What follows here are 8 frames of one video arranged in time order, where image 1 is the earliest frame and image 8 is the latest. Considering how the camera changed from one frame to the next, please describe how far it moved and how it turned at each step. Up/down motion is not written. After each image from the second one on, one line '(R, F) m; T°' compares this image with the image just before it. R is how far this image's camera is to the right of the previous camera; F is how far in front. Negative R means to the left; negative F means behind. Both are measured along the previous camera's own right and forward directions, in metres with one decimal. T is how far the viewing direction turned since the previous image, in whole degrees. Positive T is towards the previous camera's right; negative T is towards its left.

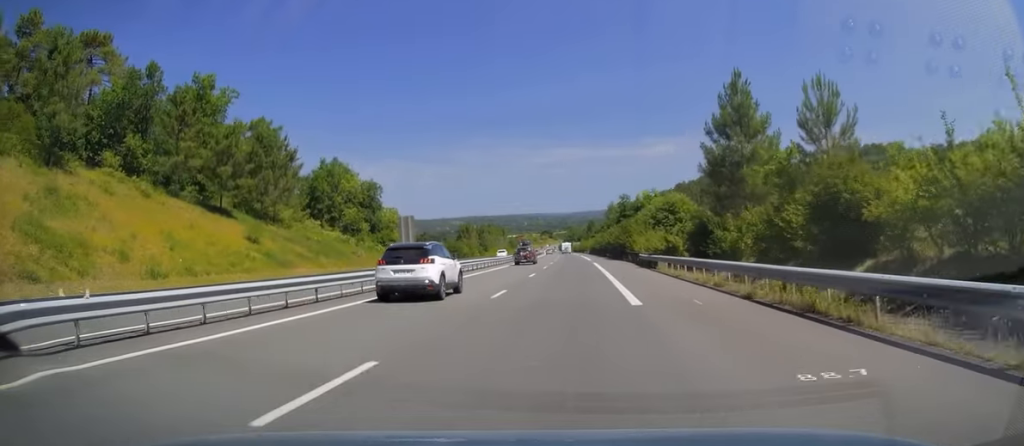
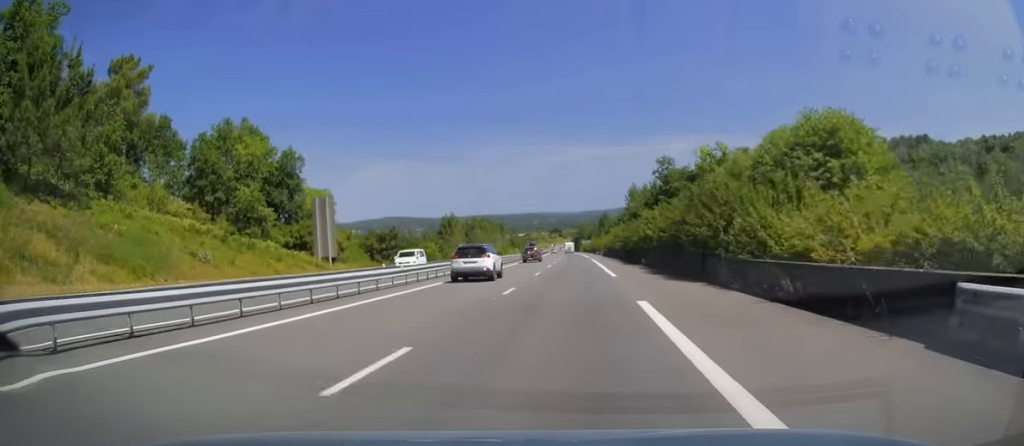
(-0.3, +38.7) m; -1°
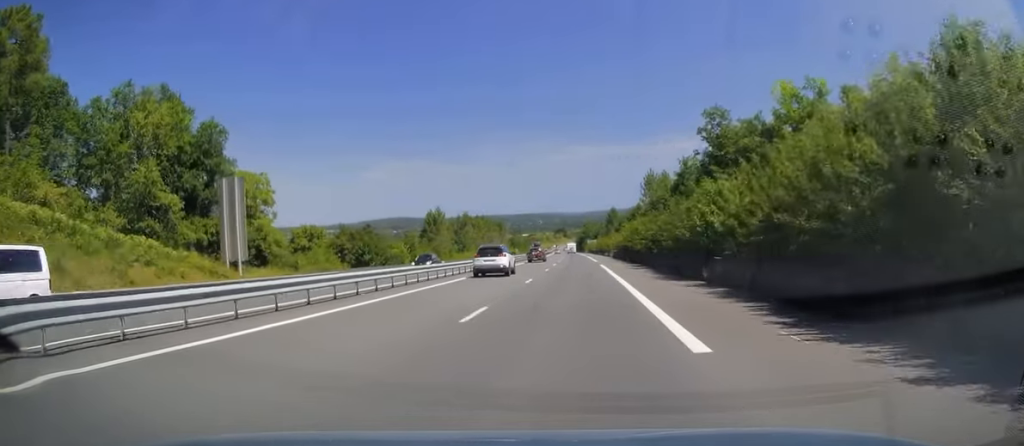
(-0.1, +20.3) m; 0°
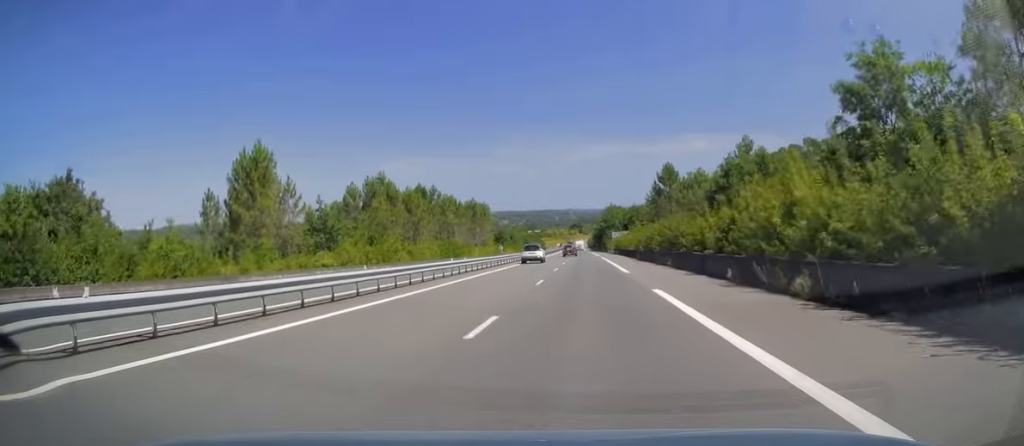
(-1.3, +82.0) m; -2°
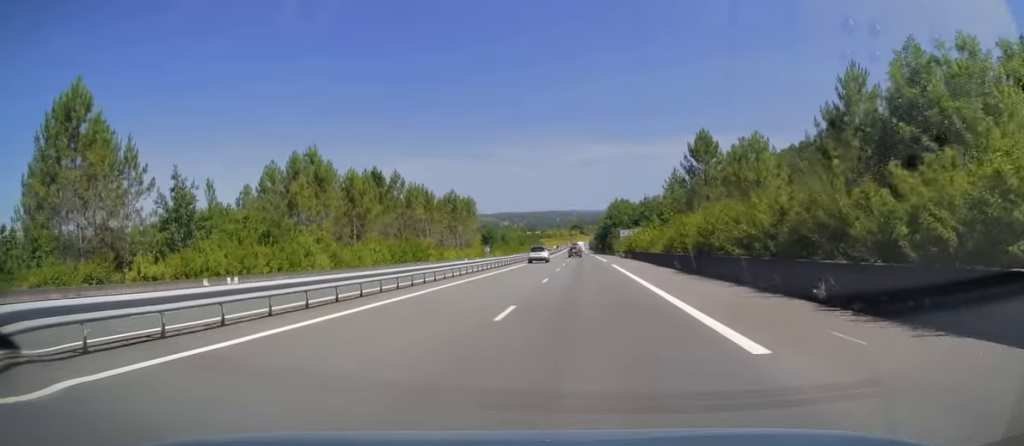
(-0.1, +23.9) m; 0°
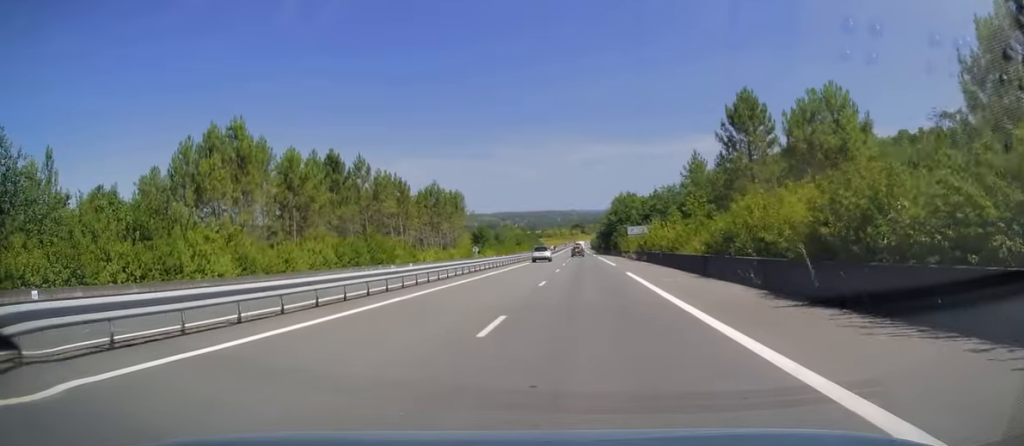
(0.0, +15.4) m; 0°
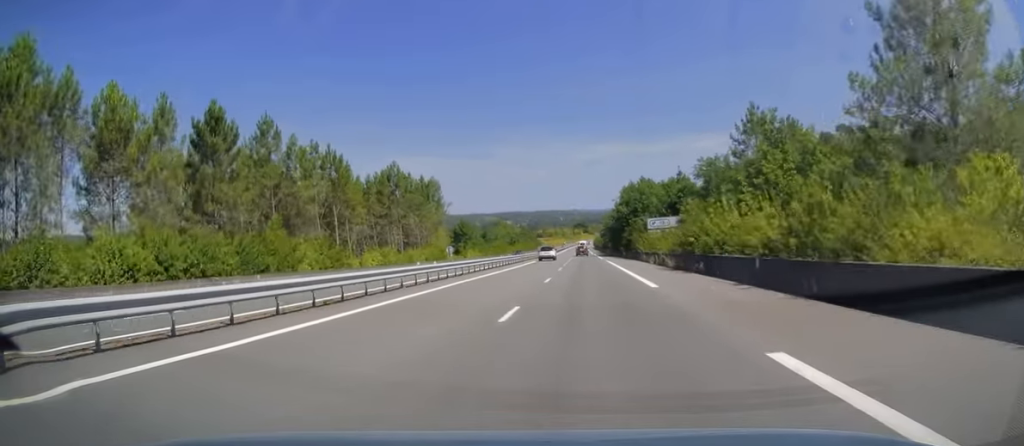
(0.0, +24.4) m; 0°
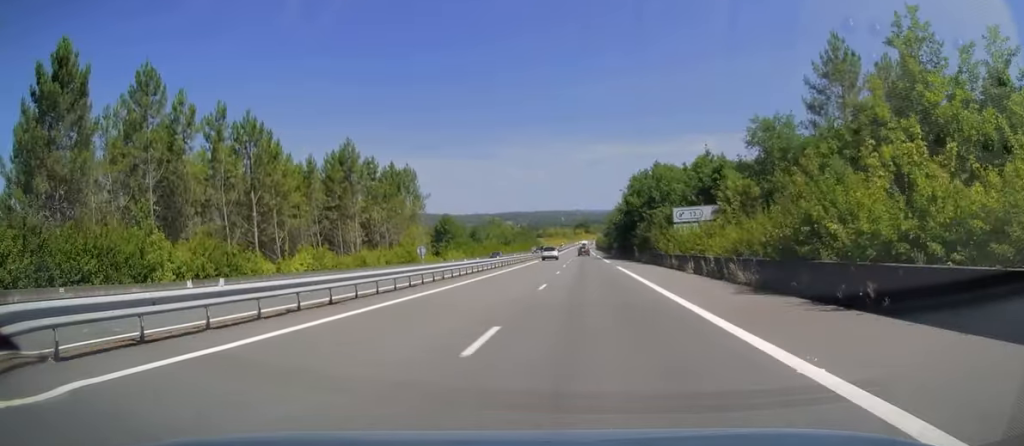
(0.0, +17.0) m; 0°
